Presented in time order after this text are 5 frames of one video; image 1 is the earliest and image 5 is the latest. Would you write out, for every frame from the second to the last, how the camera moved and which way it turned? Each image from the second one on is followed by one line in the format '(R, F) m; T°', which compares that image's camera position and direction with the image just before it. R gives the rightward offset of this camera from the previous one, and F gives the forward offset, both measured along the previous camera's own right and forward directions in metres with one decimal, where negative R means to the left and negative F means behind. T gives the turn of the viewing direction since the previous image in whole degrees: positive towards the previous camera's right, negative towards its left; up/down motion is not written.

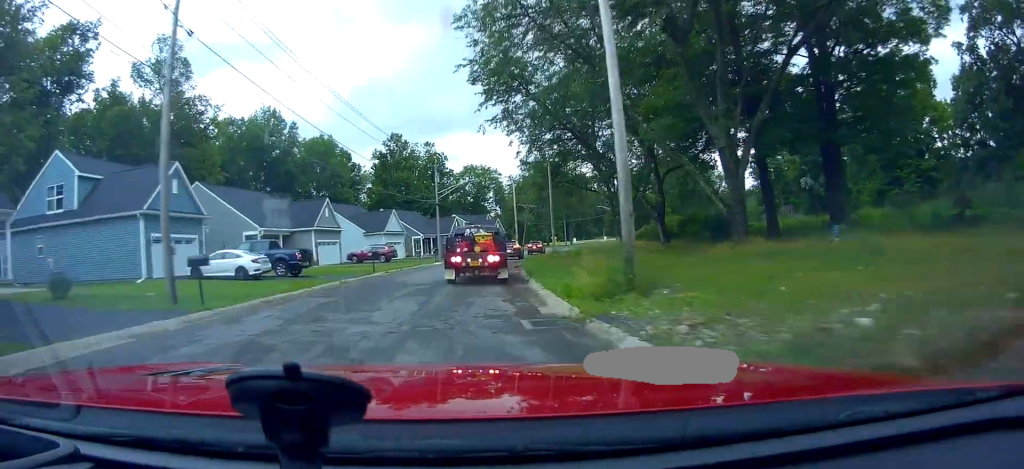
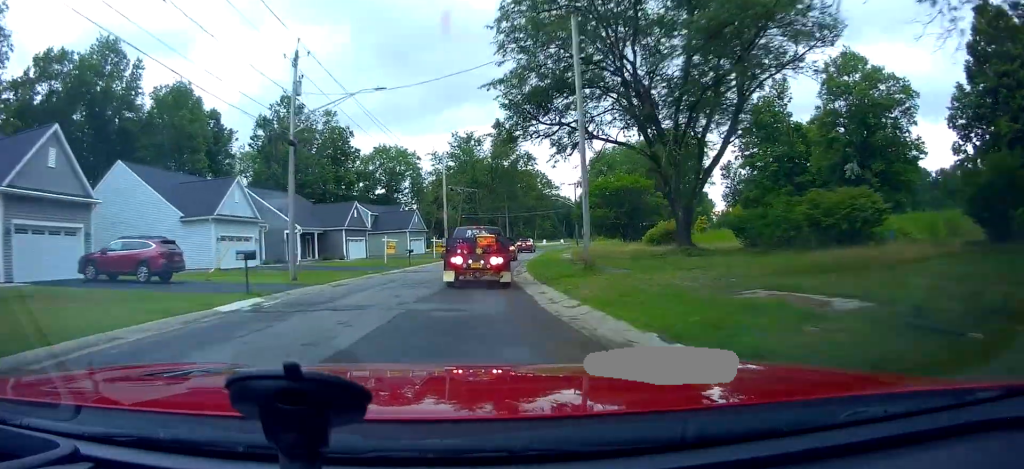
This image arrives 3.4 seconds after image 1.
(+1.4, +33.1) m; +6°
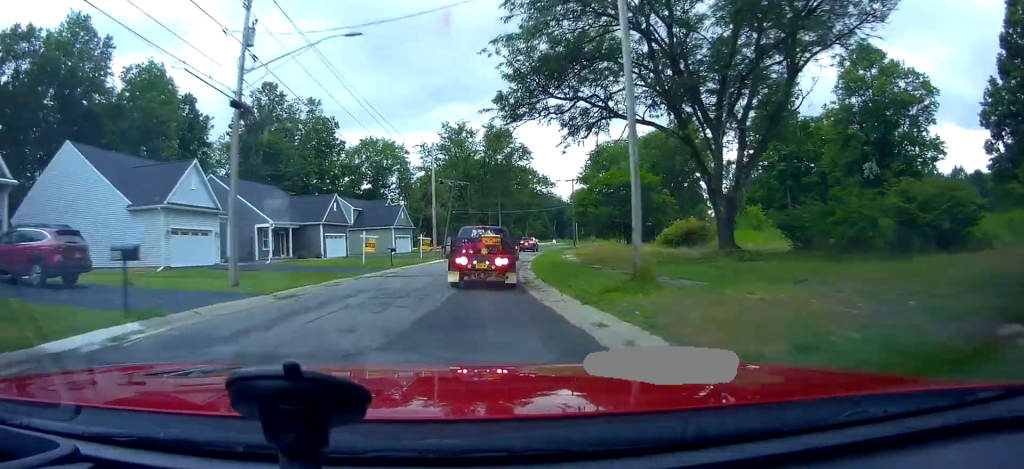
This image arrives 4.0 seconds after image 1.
(0.0, +6.0) m; +2°
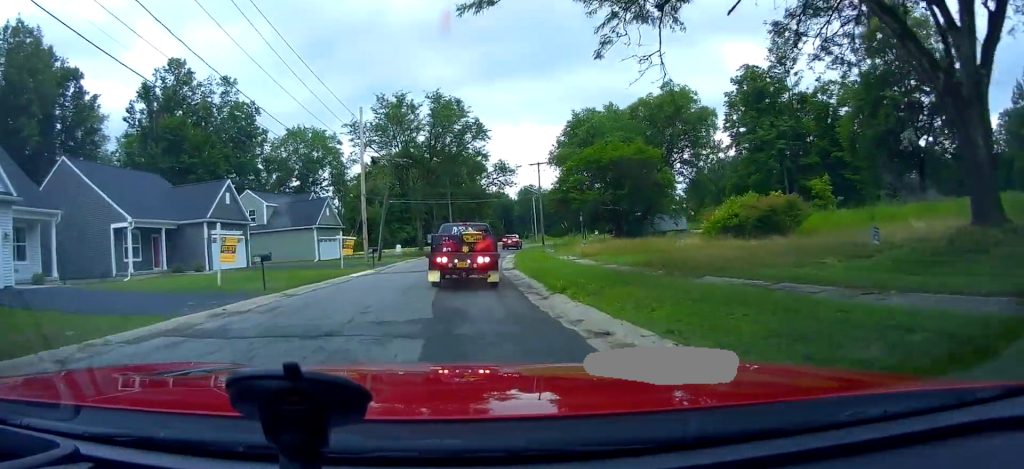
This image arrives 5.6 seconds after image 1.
(+1.1, +16.4) m; +6°
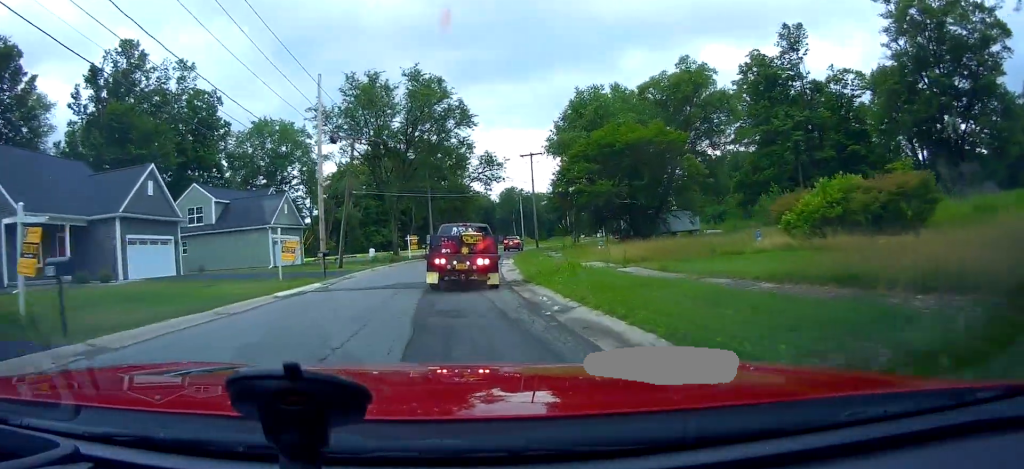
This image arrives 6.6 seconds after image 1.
(+0.1, +9.2) m; +2°
